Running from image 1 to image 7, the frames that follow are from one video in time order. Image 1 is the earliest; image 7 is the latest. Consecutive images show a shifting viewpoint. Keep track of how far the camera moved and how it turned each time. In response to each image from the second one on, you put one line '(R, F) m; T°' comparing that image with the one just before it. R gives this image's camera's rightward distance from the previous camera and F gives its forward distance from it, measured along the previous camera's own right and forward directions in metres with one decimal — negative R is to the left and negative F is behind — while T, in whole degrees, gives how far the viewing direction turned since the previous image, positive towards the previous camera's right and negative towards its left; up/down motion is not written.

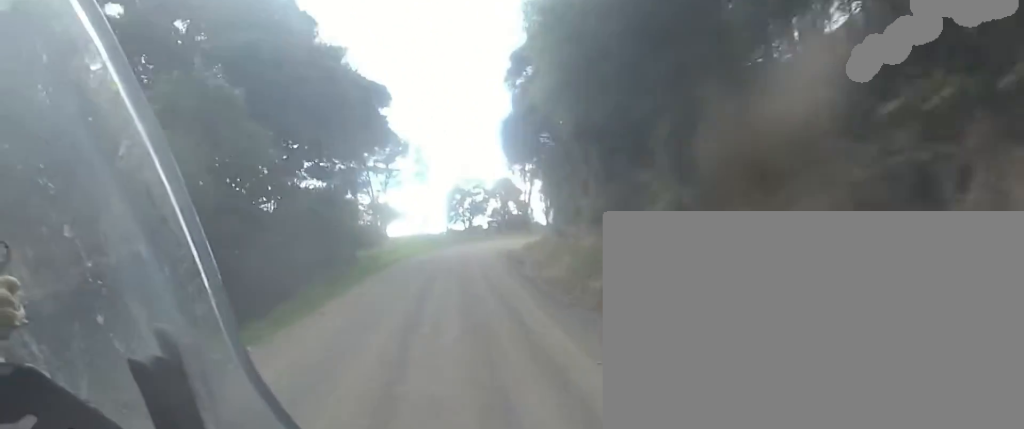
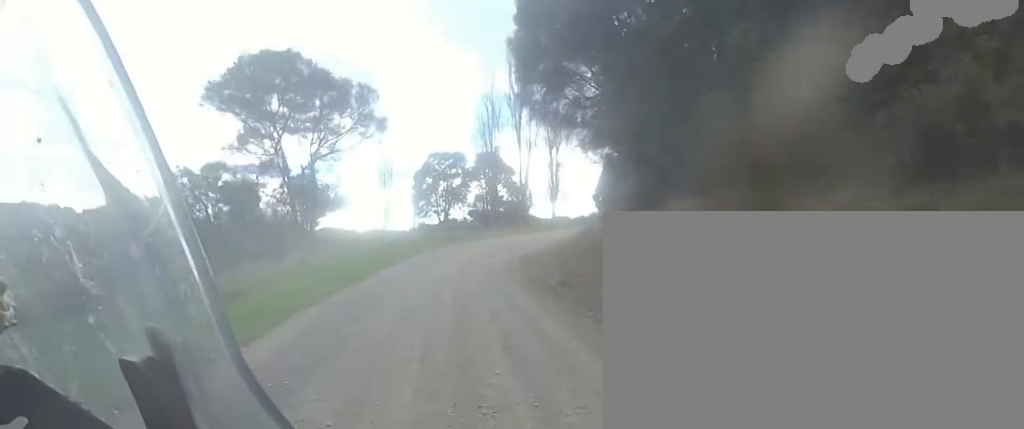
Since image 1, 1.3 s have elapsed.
(+0.4, +15.4) m; +4°
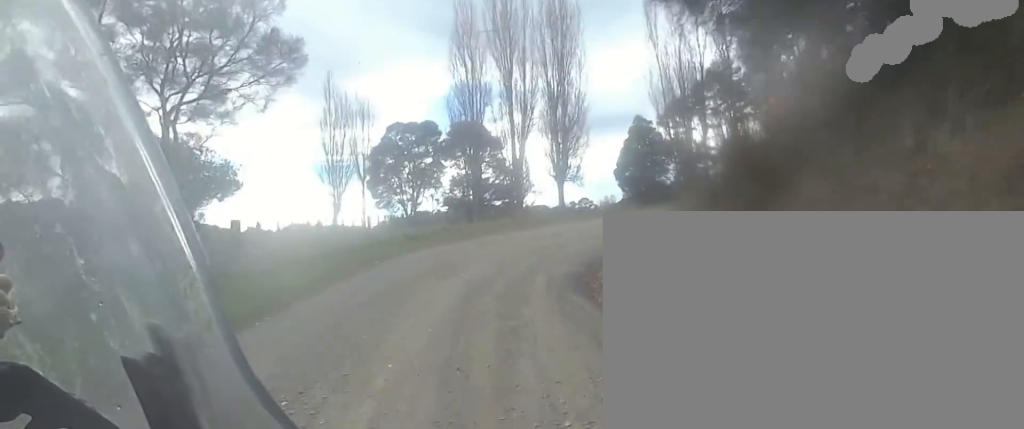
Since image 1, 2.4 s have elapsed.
(+0.3, +11.4) m; +12°
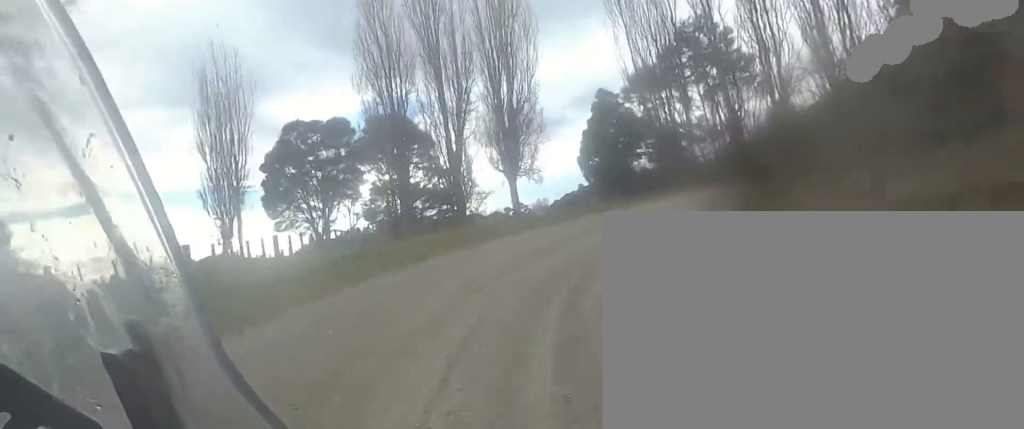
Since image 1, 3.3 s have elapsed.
(+1.0, +6.8) m; +14°
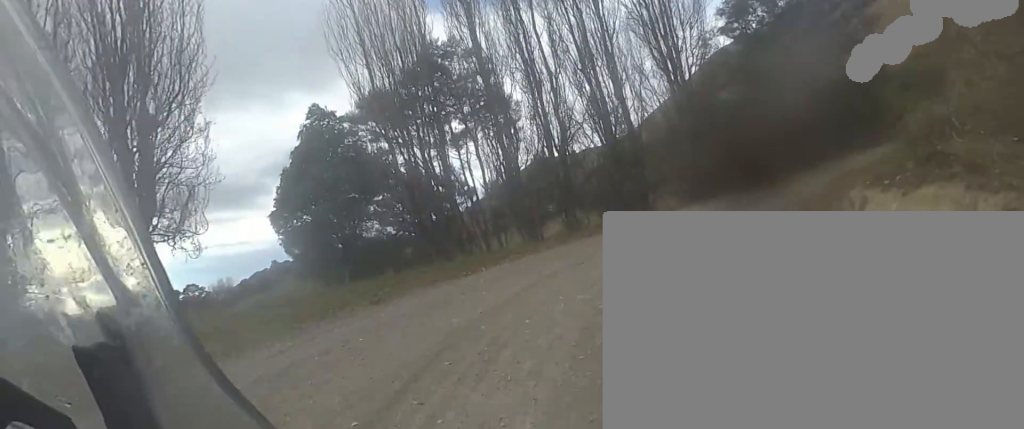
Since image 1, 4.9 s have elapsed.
(+2.1, +10.9) m; +31°
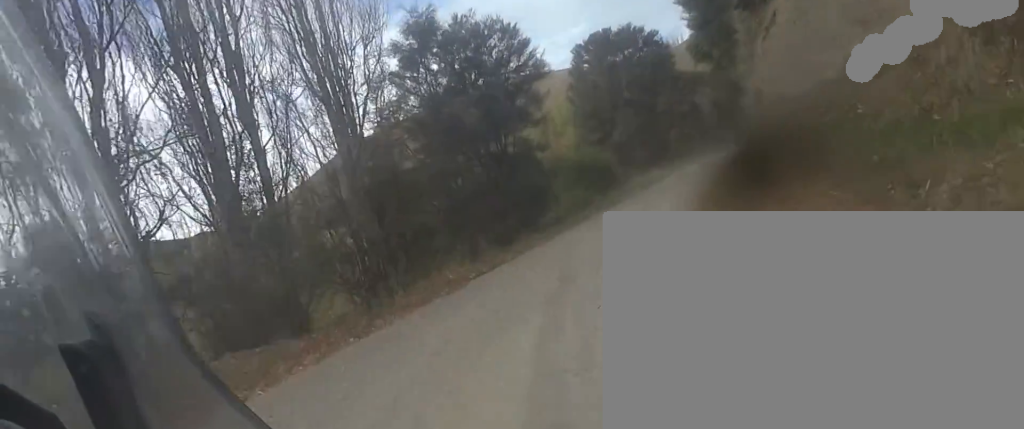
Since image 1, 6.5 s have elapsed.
(+4.6, +7.9) m; +47°
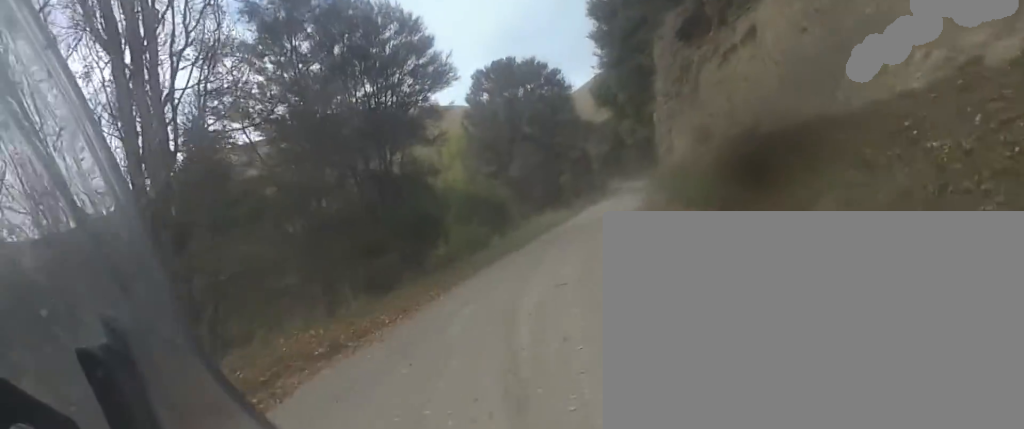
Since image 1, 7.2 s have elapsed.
(+0.6, +4.5) m; +10°
